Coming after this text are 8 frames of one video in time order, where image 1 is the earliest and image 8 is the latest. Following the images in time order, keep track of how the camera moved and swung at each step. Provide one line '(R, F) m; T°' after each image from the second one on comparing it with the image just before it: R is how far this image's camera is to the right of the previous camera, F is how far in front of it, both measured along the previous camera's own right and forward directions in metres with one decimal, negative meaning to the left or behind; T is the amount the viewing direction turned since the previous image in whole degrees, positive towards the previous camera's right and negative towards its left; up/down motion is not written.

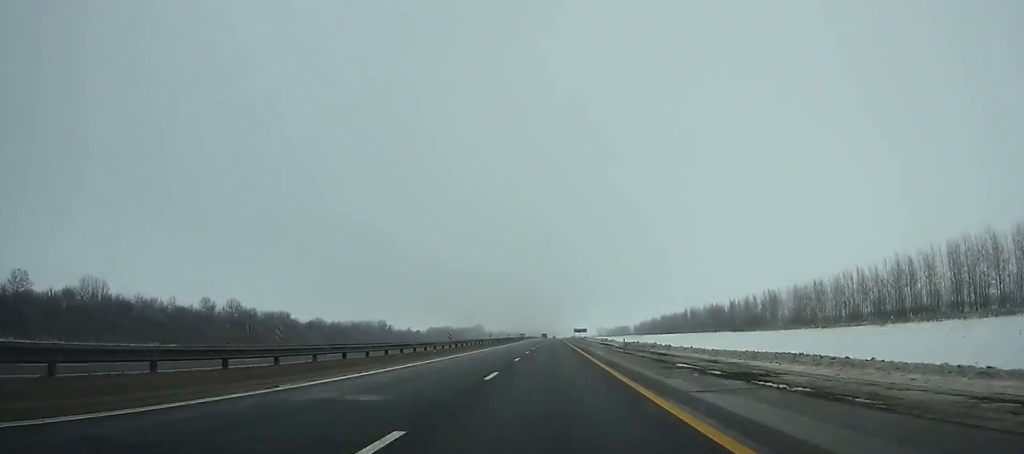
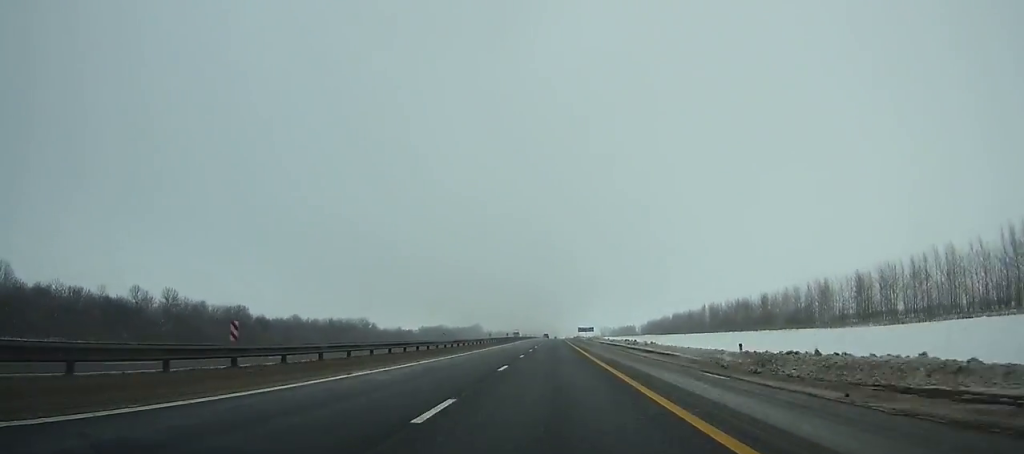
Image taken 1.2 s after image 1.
(0.0, +32.3) m; 0°
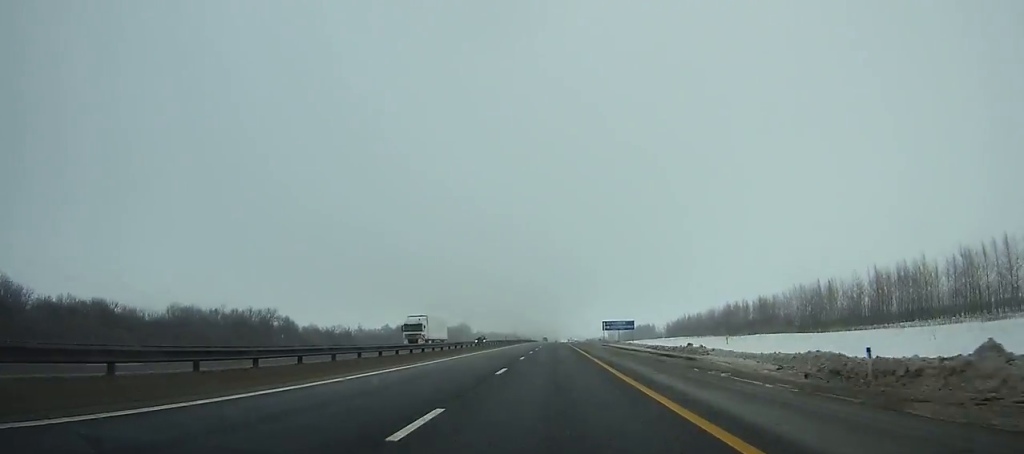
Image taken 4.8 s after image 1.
(+0.2, +97.4) m; 0°
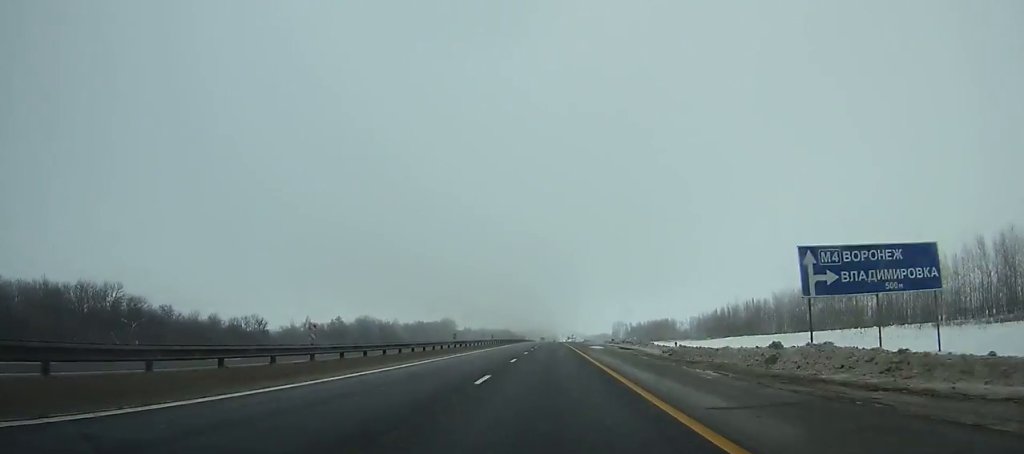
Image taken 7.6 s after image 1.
(0.0, +76.4) m; 0°
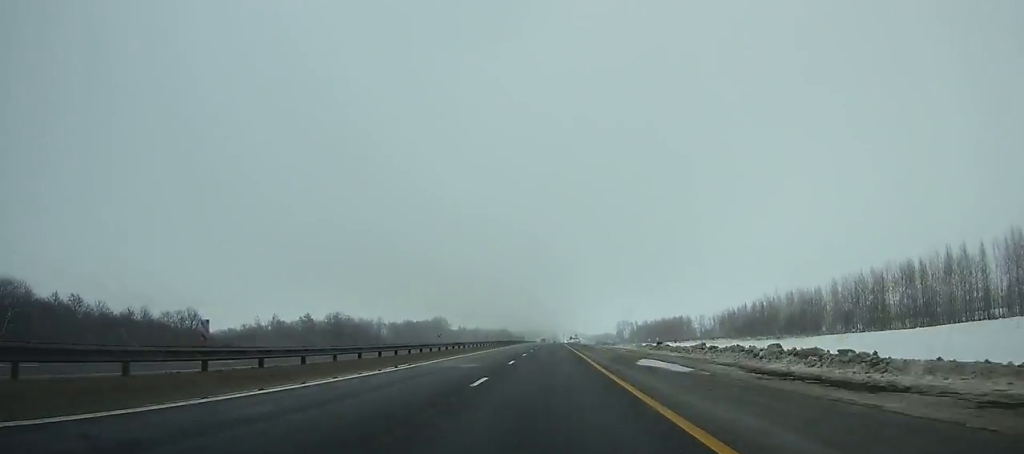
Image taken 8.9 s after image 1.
(-0.1, +35.6) m; 0°
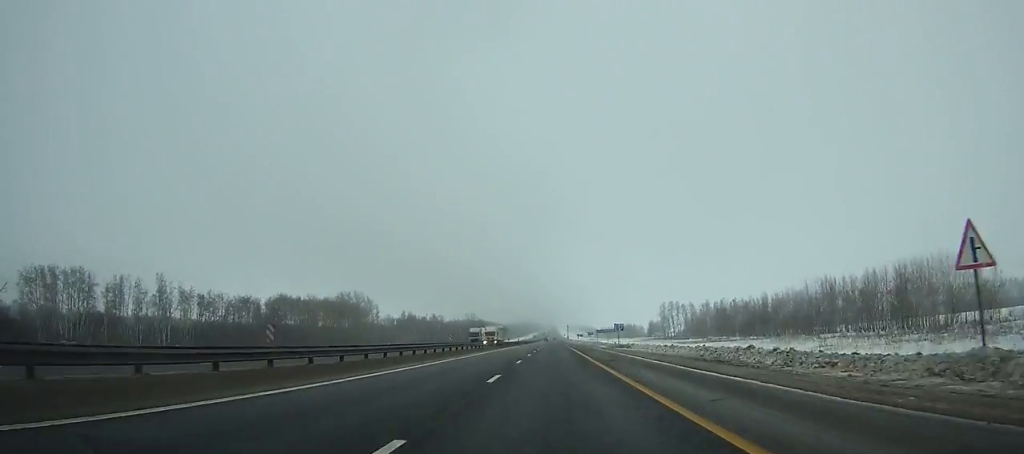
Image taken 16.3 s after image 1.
(+1.0, +206.8) m; 0°
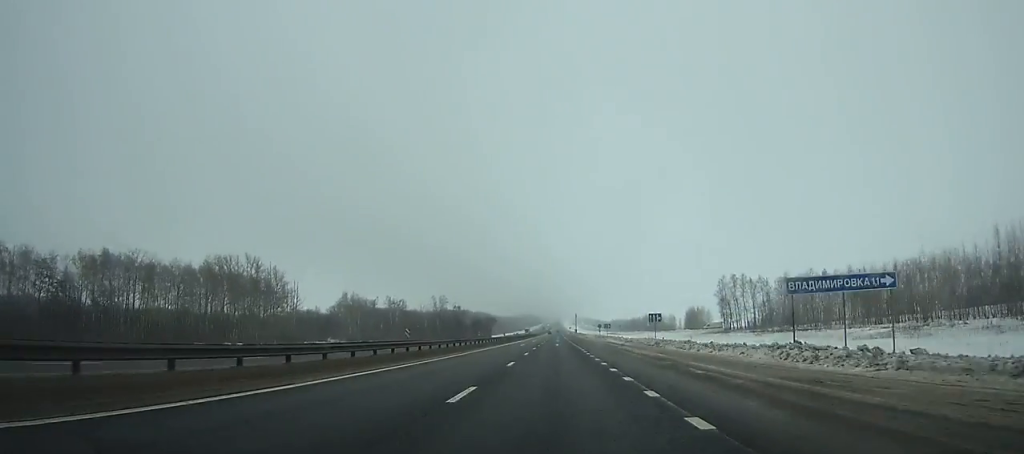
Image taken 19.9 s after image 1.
(-0.1, +102.2) m; 0°
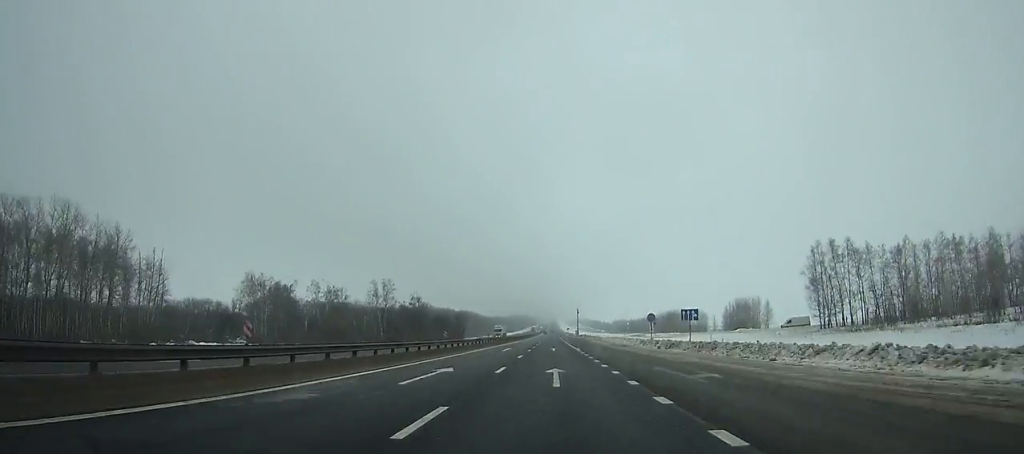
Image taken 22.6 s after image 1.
(0.0, +76.7) m; 0°
